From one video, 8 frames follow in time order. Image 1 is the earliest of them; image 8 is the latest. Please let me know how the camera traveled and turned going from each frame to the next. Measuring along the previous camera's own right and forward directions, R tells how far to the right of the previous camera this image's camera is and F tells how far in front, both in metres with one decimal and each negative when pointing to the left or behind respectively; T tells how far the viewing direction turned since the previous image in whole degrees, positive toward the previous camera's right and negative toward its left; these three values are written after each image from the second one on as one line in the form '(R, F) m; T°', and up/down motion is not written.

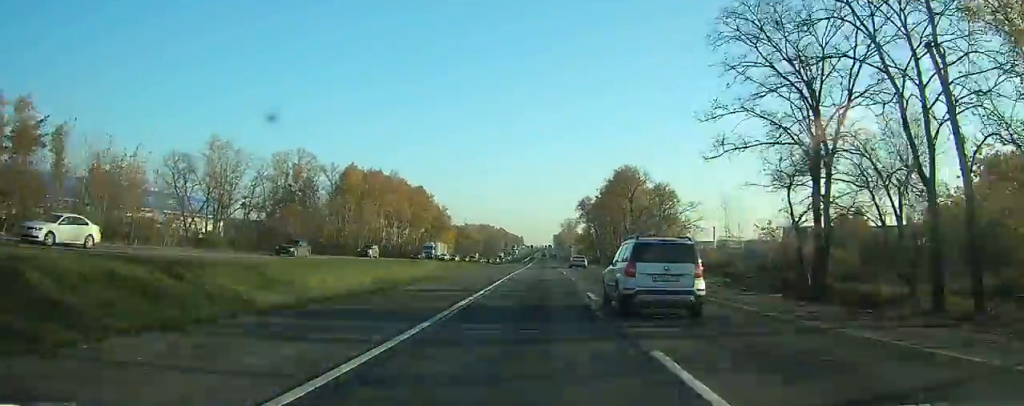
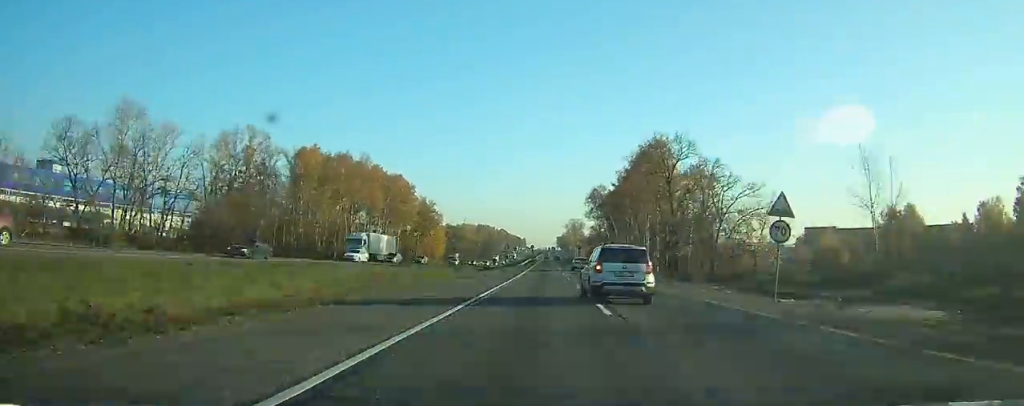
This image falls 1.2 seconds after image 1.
(-0.1, +27.5) m; 0°
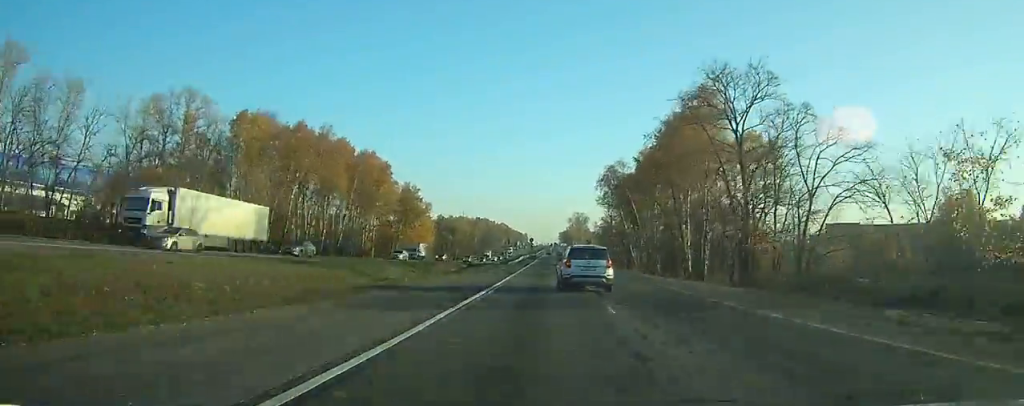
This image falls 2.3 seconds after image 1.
(0.0, +24.3) m; 0°
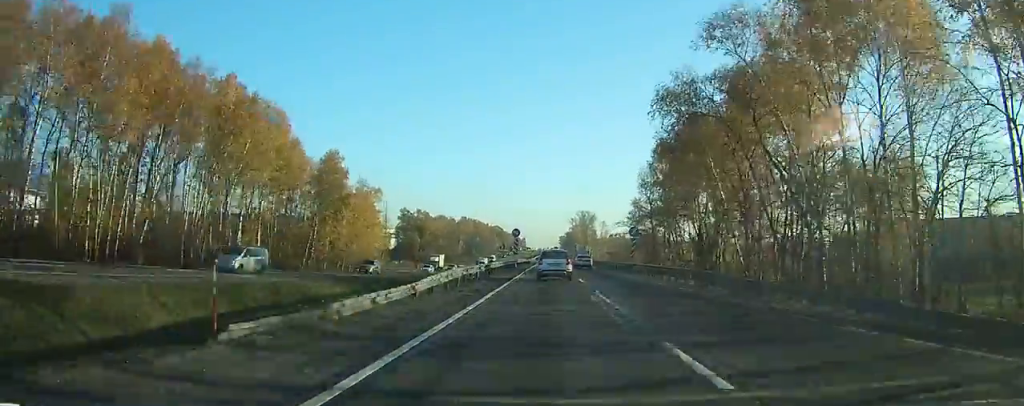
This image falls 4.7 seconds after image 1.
(0.0, +55.8) m; 0°
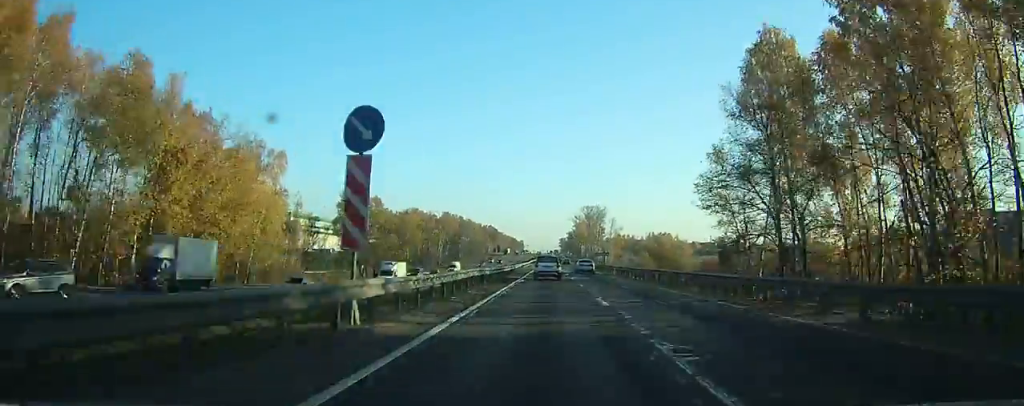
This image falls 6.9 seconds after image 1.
(+0.1, +49.2) m; 0°
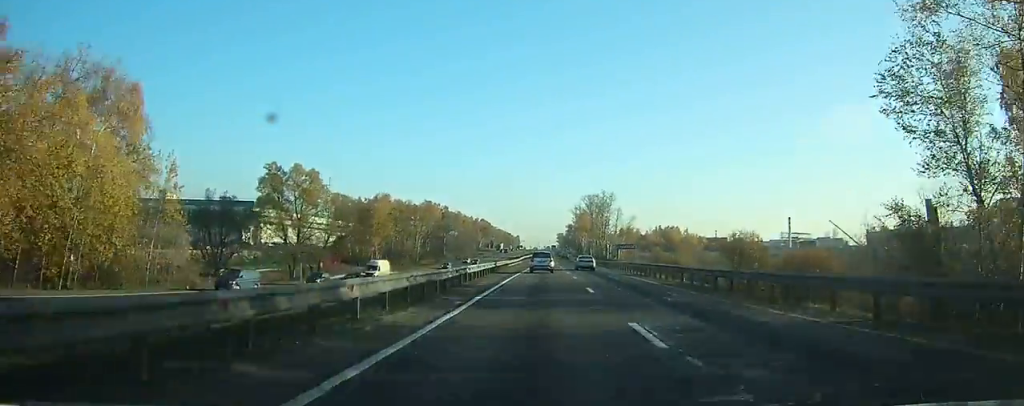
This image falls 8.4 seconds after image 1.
(0.0, +32.6) m; 0°
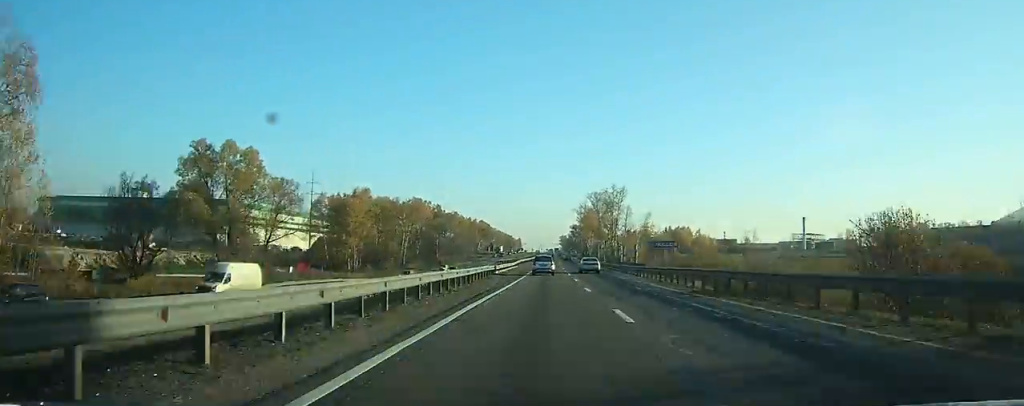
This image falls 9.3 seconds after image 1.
(0.0, +20.7) m; 0°
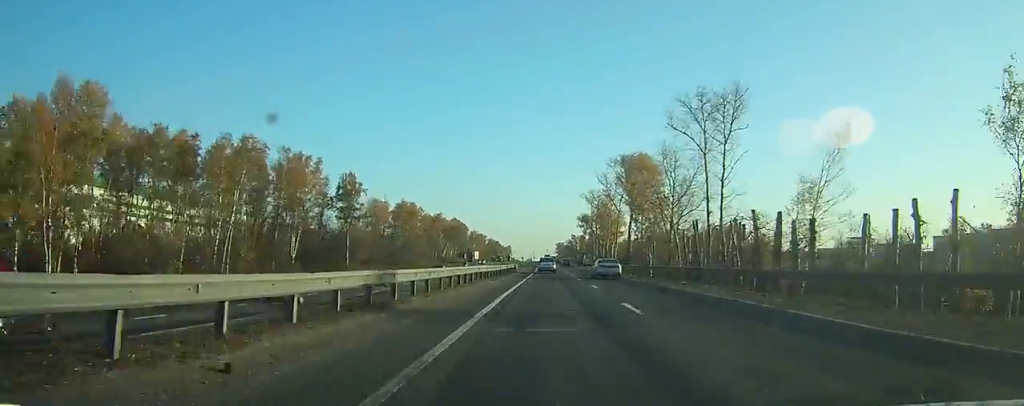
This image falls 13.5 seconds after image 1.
(+0.2, +93.1) m; 0°
